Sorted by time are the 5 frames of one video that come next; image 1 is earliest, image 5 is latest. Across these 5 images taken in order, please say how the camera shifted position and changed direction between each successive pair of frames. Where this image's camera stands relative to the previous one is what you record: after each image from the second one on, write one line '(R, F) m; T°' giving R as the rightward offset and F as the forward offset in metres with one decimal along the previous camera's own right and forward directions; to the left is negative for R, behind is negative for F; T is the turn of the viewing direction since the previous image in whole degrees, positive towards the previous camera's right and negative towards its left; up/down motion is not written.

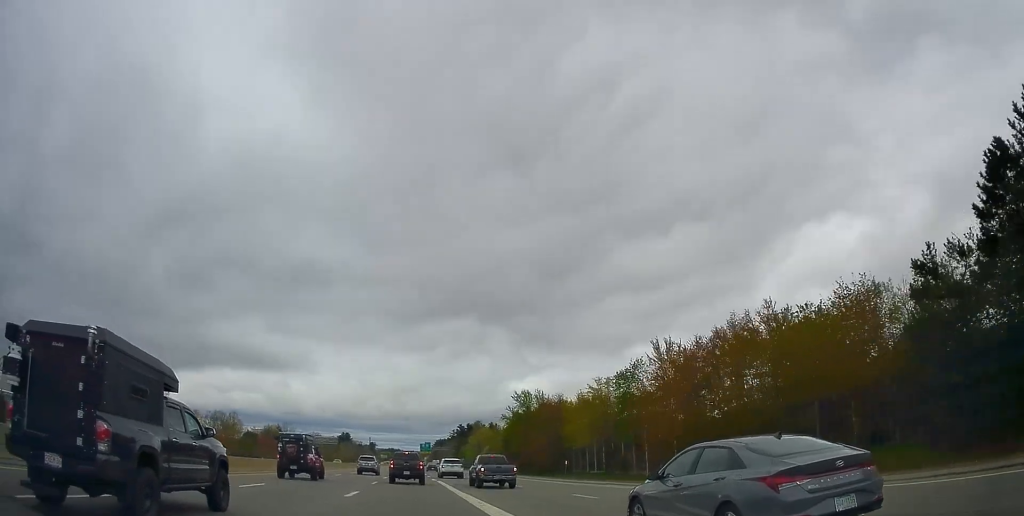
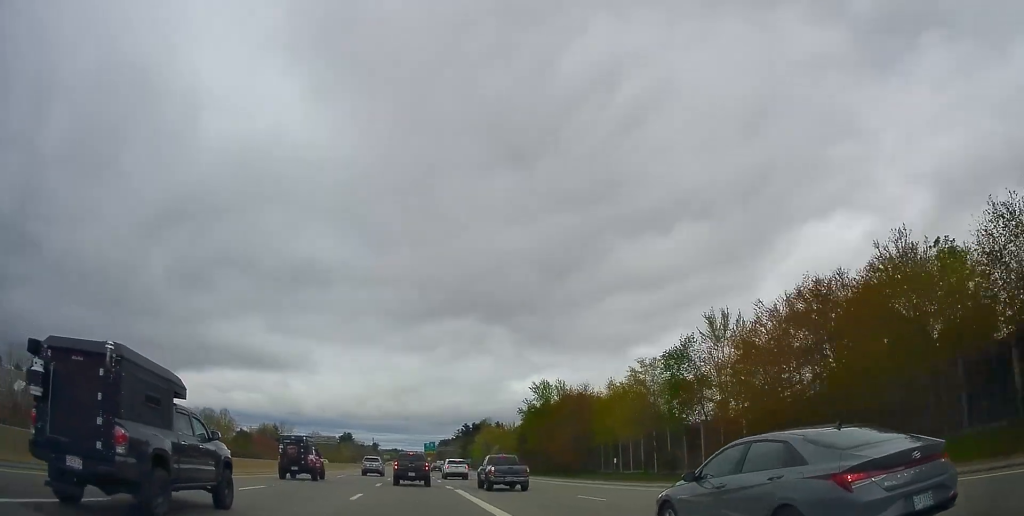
(+0.1, +13.3) m; 0°
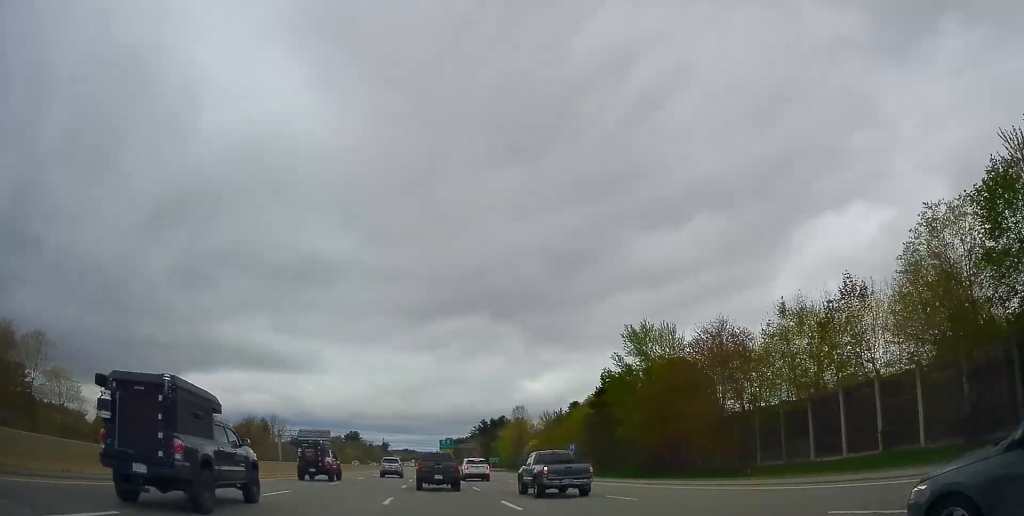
(+0.2, +38.6) m; 0°
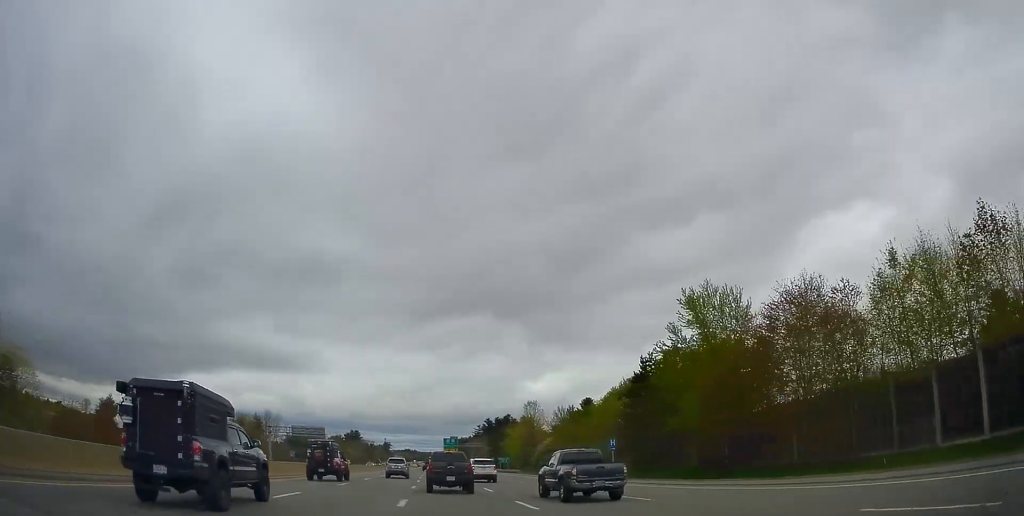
(0.0, +12.7) m; 0°
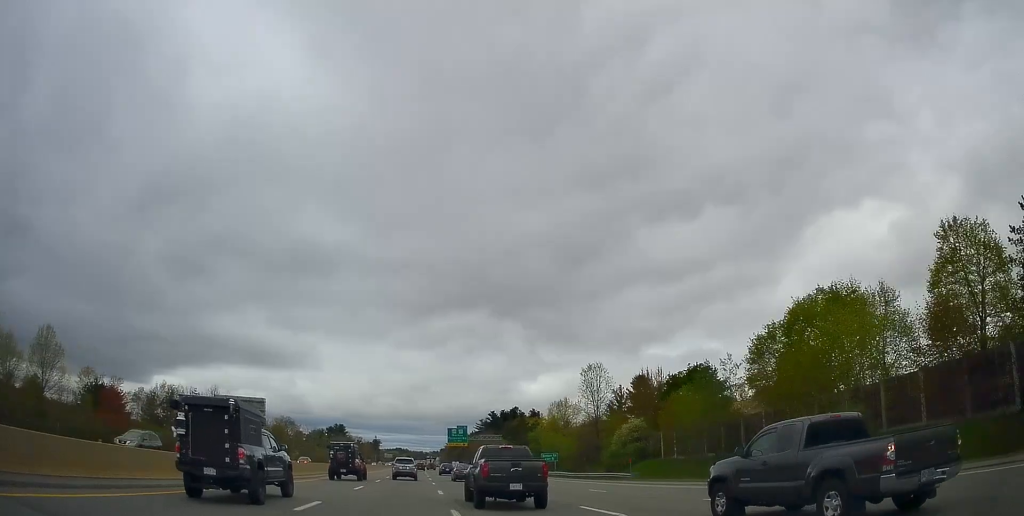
(-0.4, +52.5) m; 0°
